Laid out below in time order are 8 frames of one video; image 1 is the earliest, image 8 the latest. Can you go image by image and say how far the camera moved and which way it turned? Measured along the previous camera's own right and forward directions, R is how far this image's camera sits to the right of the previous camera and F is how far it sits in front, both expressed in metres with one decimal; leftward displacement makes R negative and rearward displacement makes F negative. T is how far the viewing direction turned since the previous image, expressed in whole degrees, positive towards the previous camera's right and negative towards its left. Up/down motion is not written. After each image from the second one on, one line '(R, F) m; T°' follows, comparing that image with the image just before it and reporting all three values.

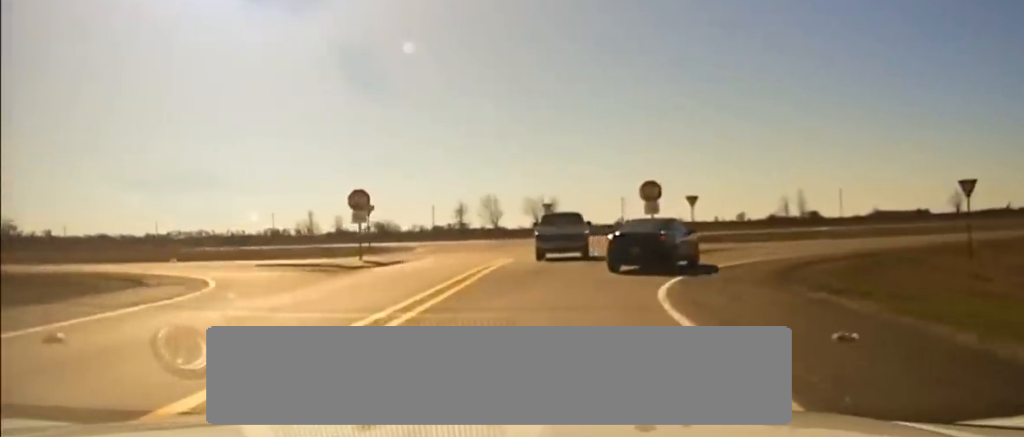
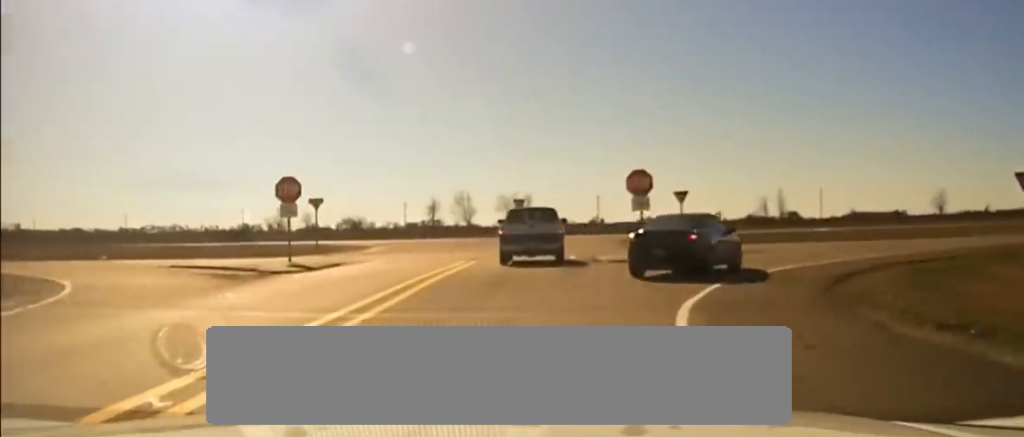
(-0.1, +7.6) m; +1°
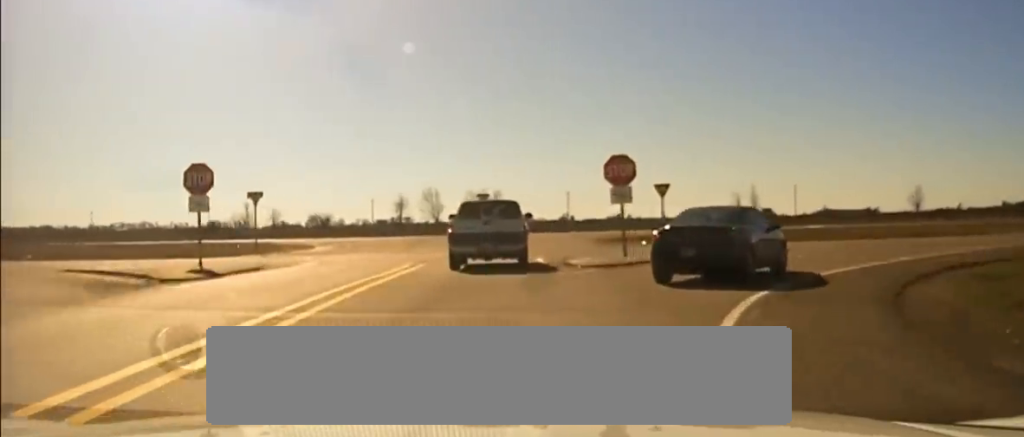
(+0.1, +6.0) m; +2°
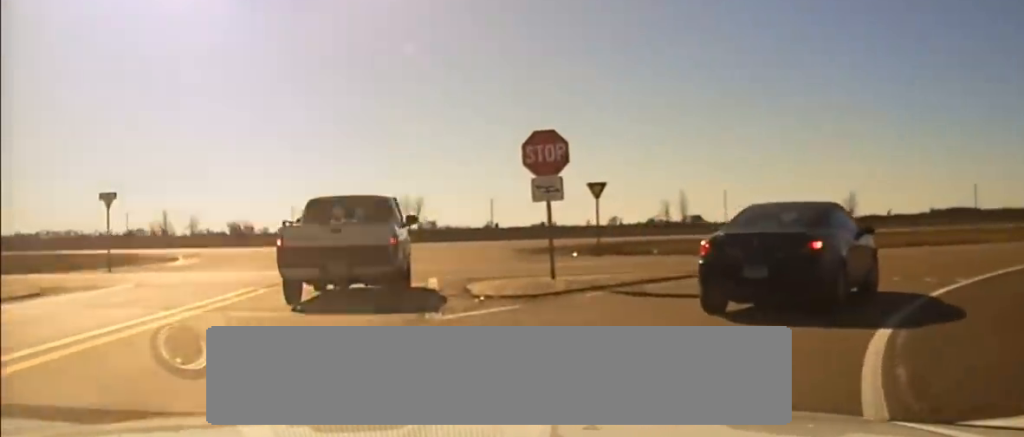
(+0.4, +10.3) m; +4°
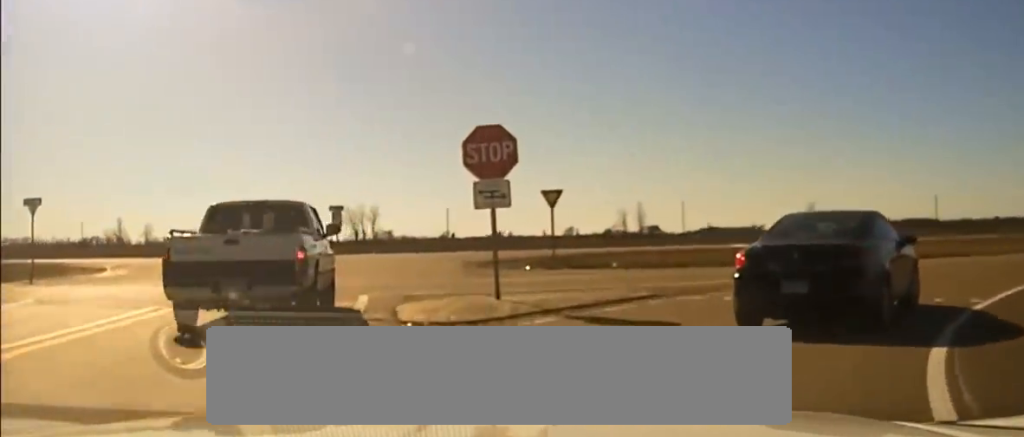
(0.0, +3.6) m; +1°
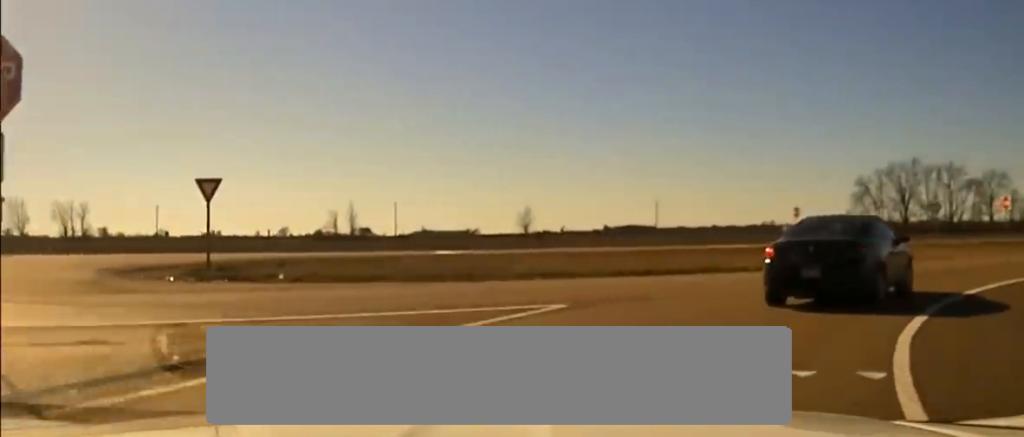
(+0.8, +8.6) m; +18°
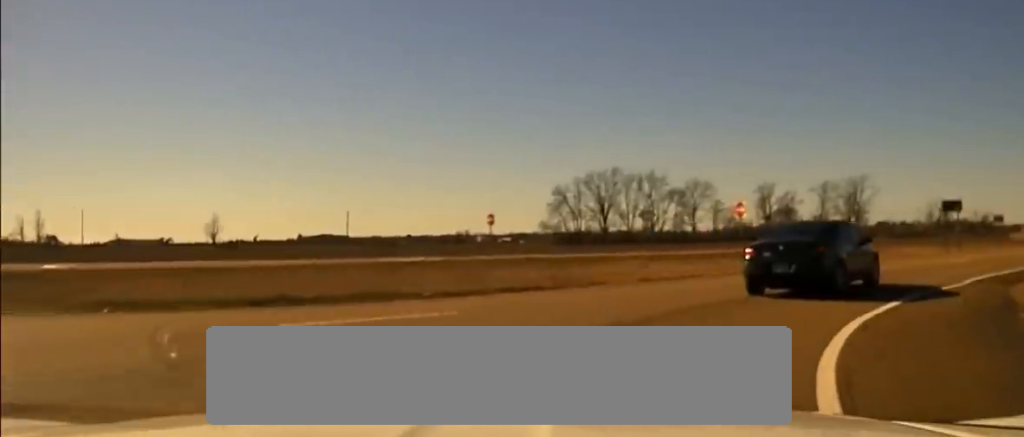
(+1.2, +5.8) m; +19°
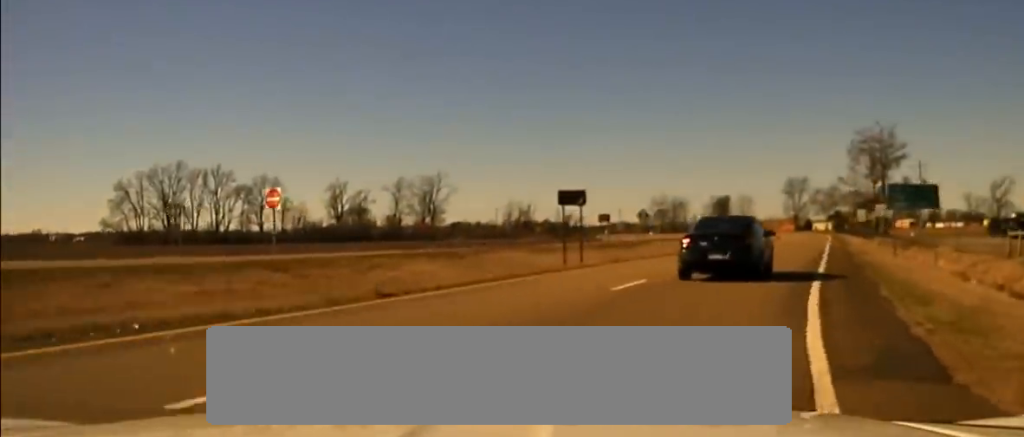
(+1.7, +10.8) m; +18°
